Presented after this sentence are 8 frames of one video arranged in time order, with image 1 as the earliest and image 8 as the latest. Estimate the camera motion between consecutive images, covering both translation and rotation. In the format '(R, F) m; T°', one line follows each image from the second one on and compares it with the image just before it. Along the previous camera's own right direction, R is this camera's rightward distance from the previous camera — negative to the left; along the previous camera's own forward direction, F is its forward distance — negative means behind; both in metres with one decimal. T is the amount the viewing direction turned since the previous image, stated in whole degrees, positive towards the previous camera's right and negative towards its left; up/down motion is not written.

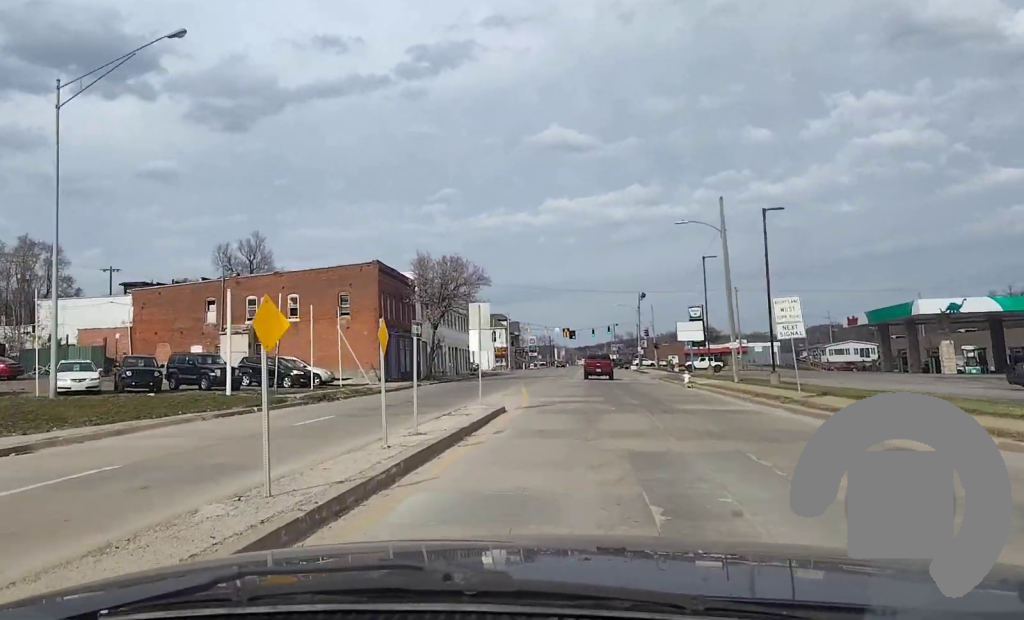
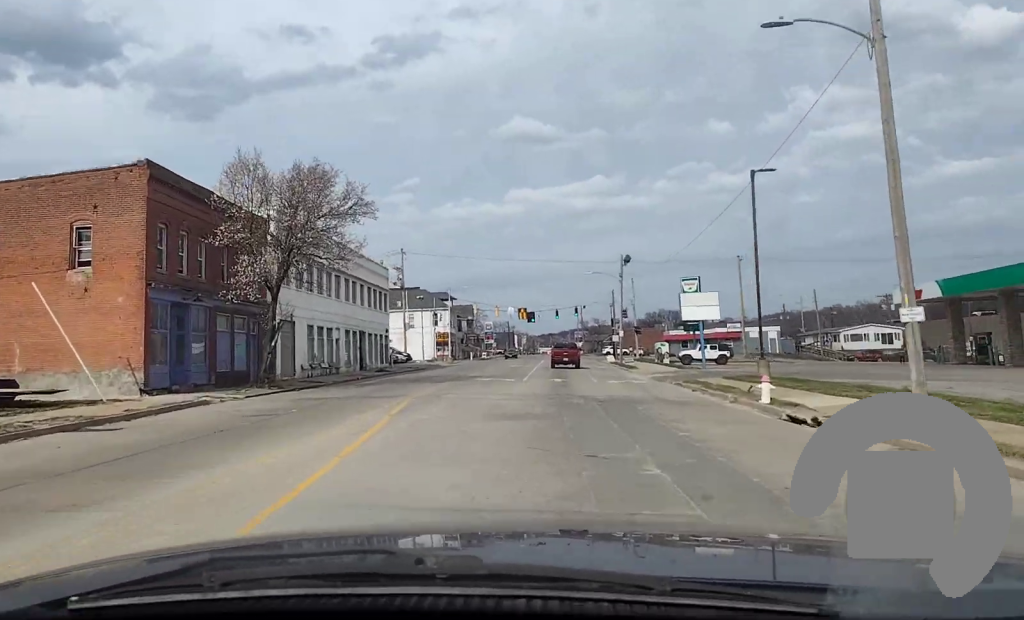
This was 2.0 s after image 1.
(+0.2, +28.3) m; 0°
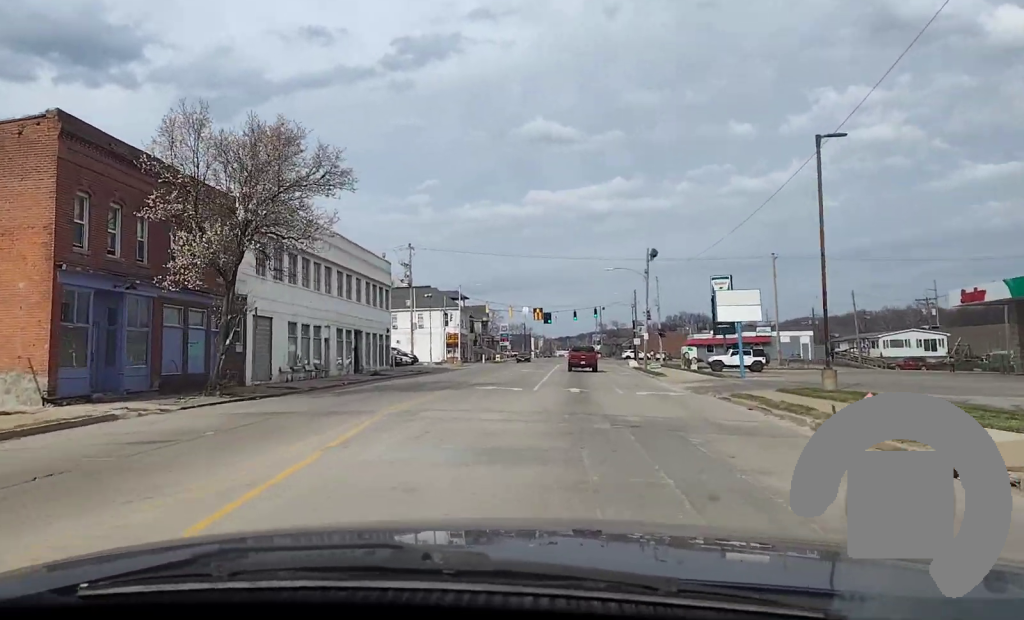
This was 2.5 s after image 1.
(0.0, +6.5) m; 0°
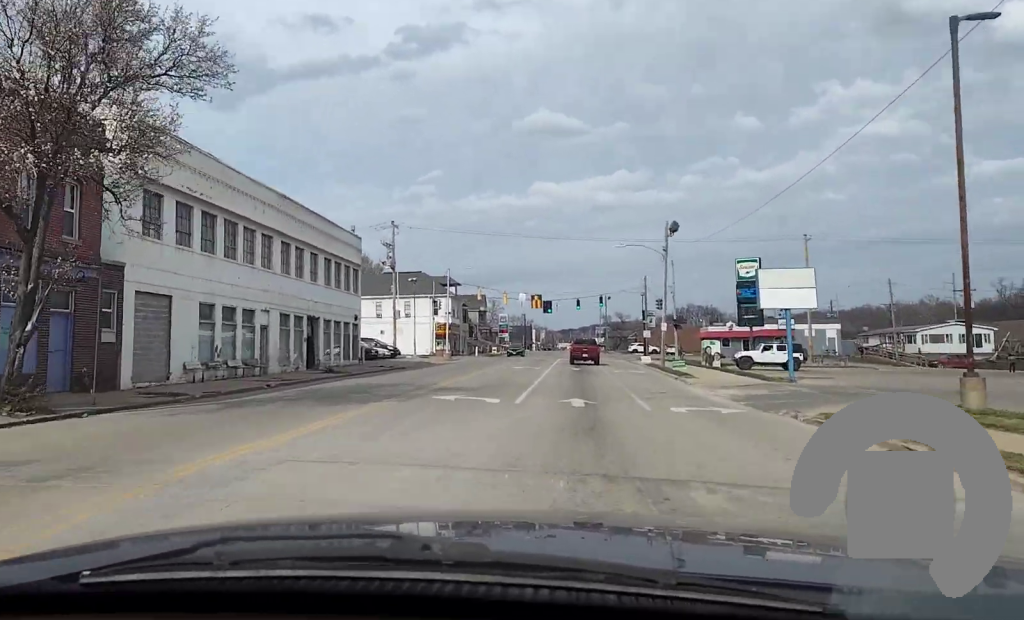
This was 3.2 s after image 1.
(0.0, +10.1) m; 0°
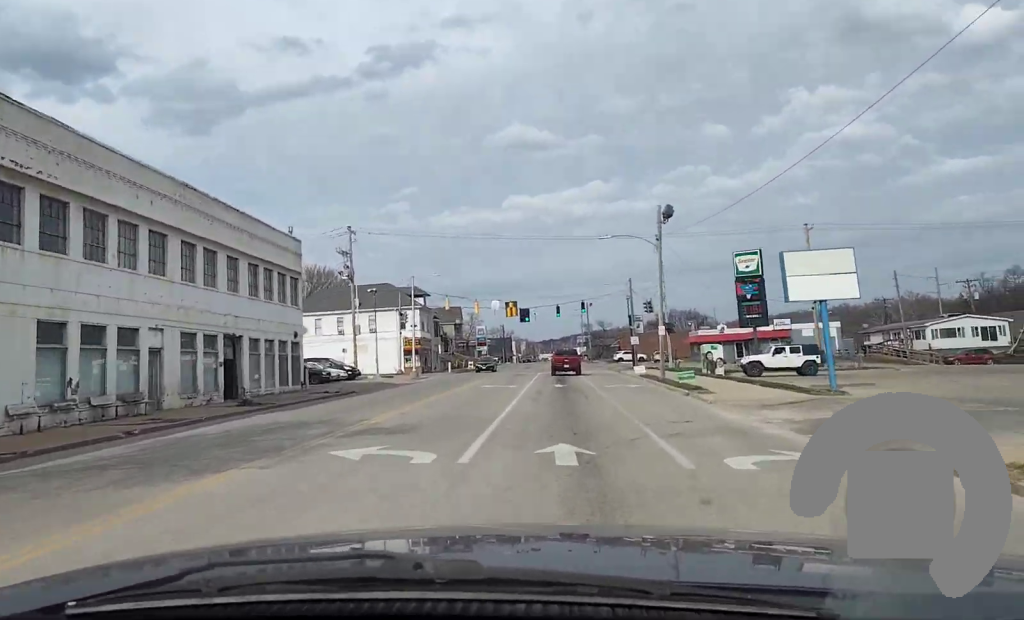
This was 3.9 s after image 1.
(0.0, +8.7) m; 0°
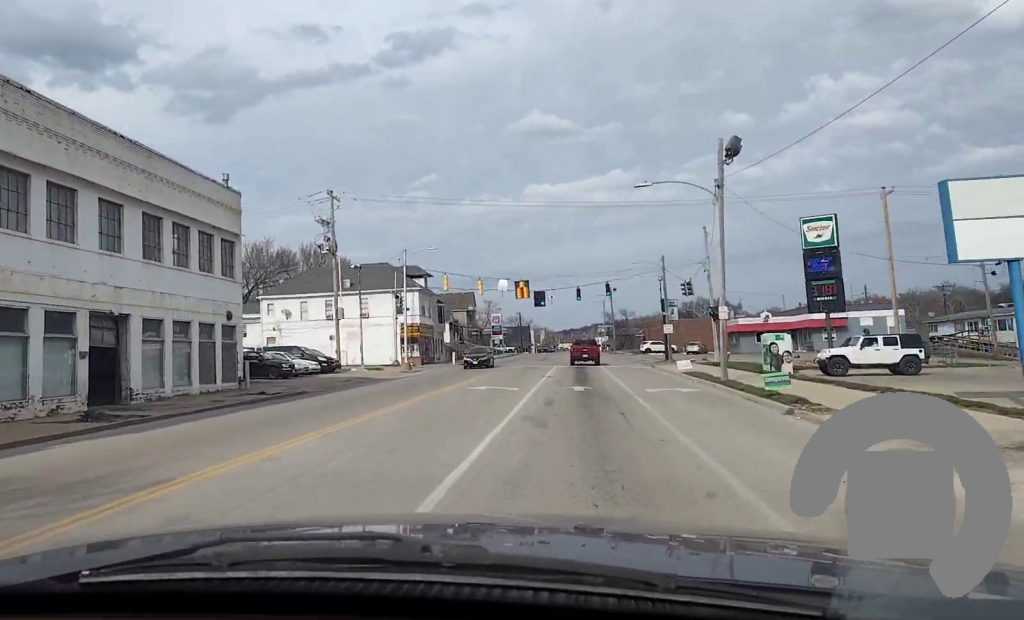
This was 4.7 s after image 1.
(+0.1, +12.0) m; +1°
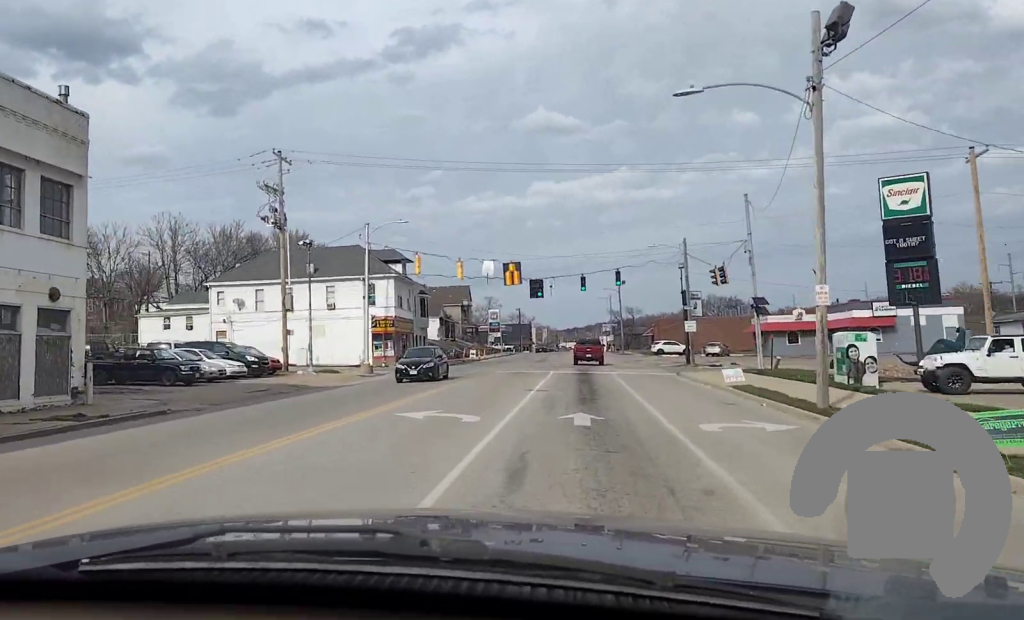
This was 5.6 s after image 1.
(0.0, +12.1) m; 0°
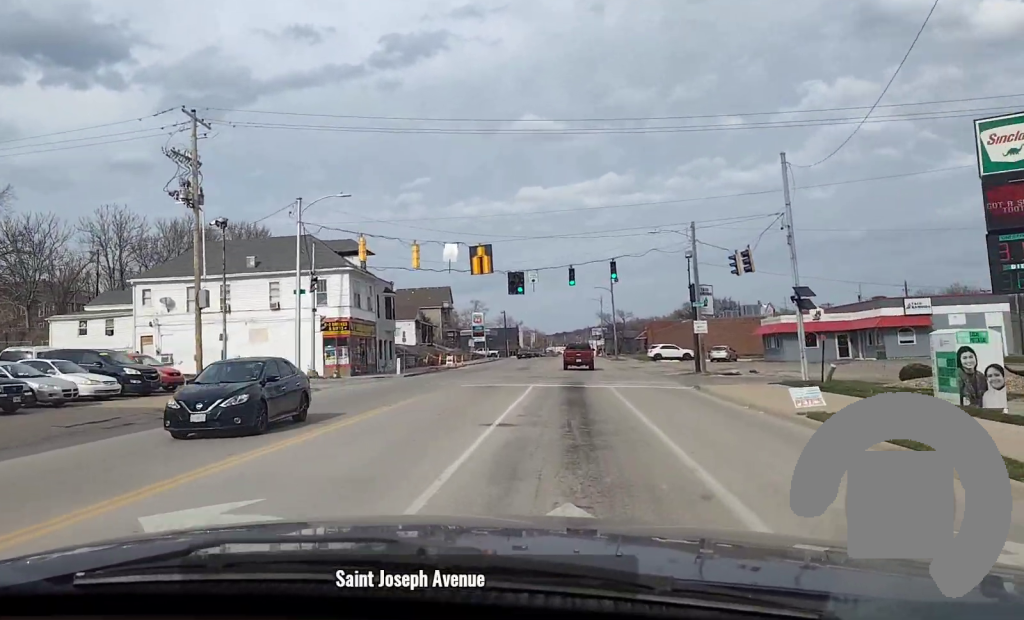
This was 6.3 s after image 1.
(0.0, +10.4) m; 0°
